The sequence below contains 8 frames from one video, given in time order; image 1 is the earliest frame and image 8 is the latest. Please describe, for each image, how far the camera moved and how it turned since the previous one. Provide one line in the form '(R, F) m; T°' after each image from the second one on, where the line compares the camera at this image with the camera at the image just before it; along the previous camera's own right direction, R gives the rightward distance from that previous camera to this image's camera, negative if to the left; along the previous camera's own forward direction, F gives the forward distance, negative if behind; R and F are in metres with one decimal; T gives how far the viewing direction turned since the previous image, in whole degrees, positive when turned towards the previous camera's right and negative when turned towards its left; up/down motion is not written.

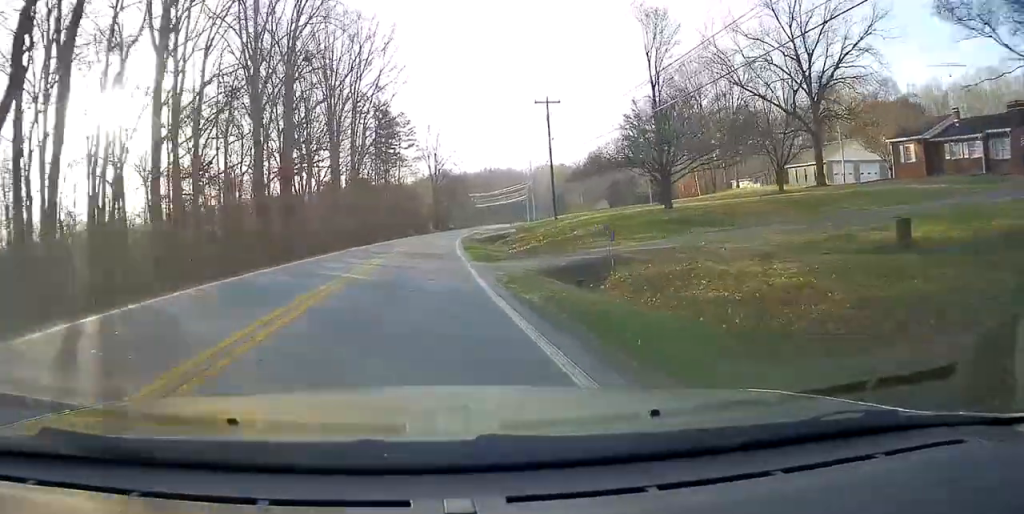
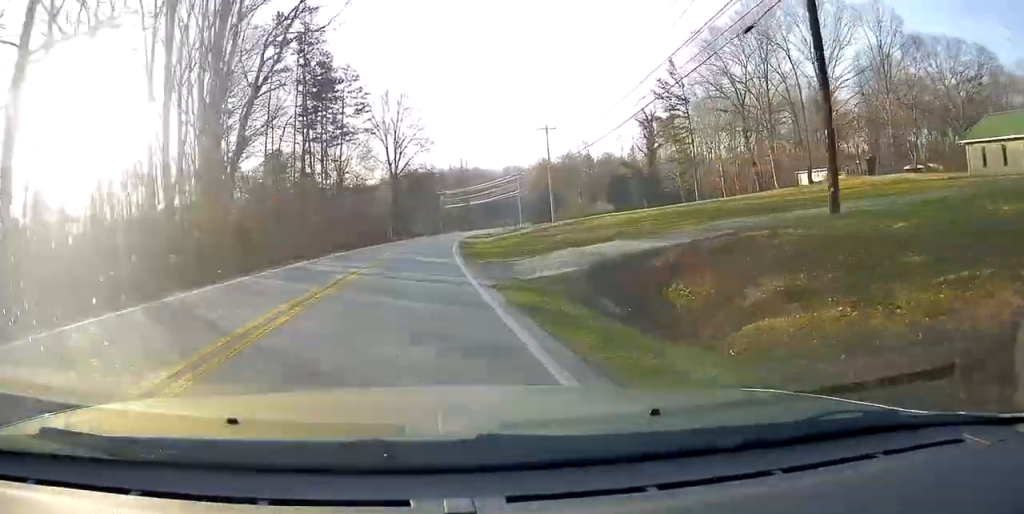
(+1.7, +42.5) m; +4°
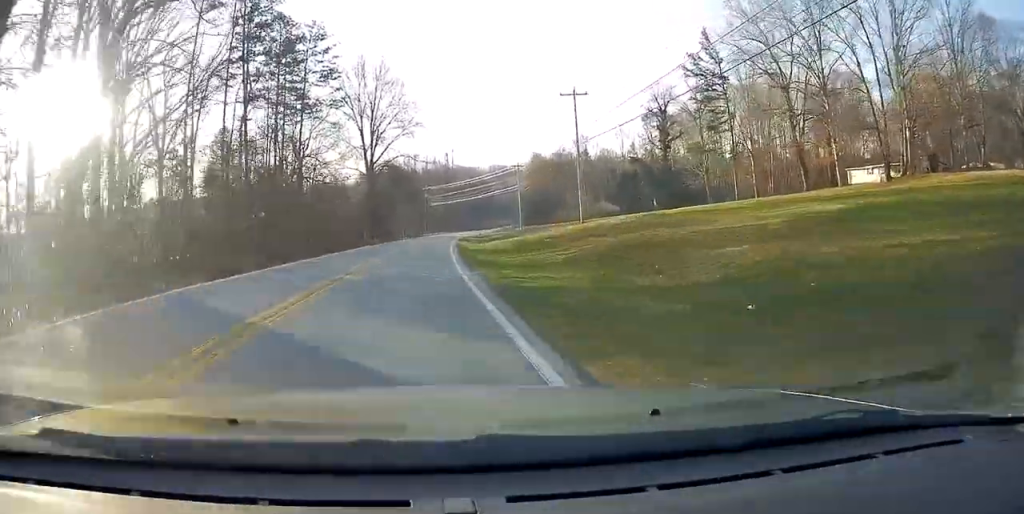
(+0.2, +19.1) m; +2°
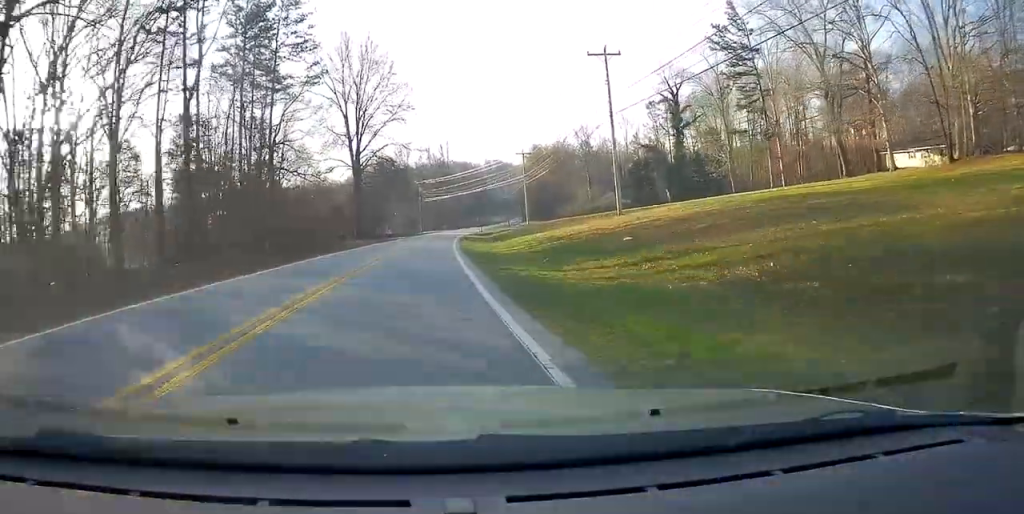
(+0.3, +10.9) m; +1°
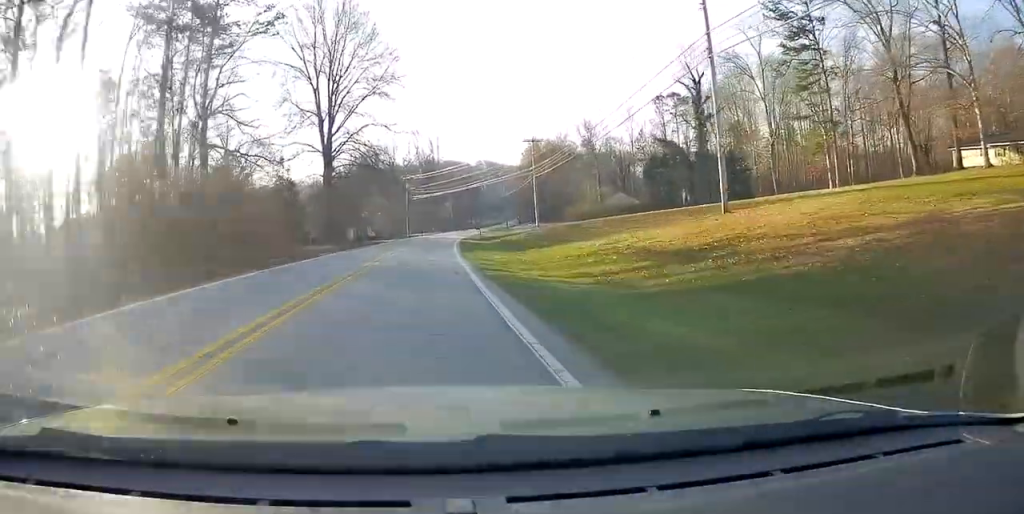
(+0.1, +16.1) m; +1°
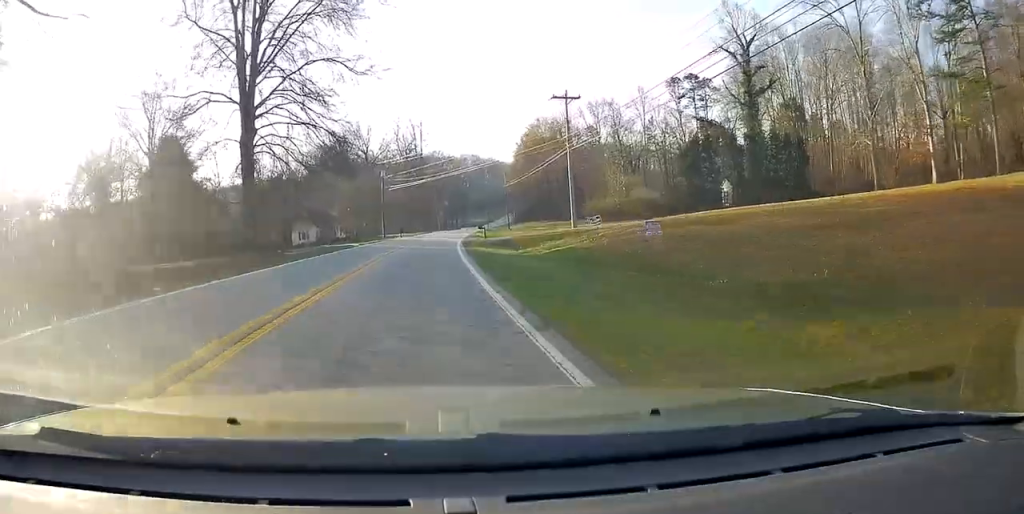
(+0.2, +25.0) m; +1°
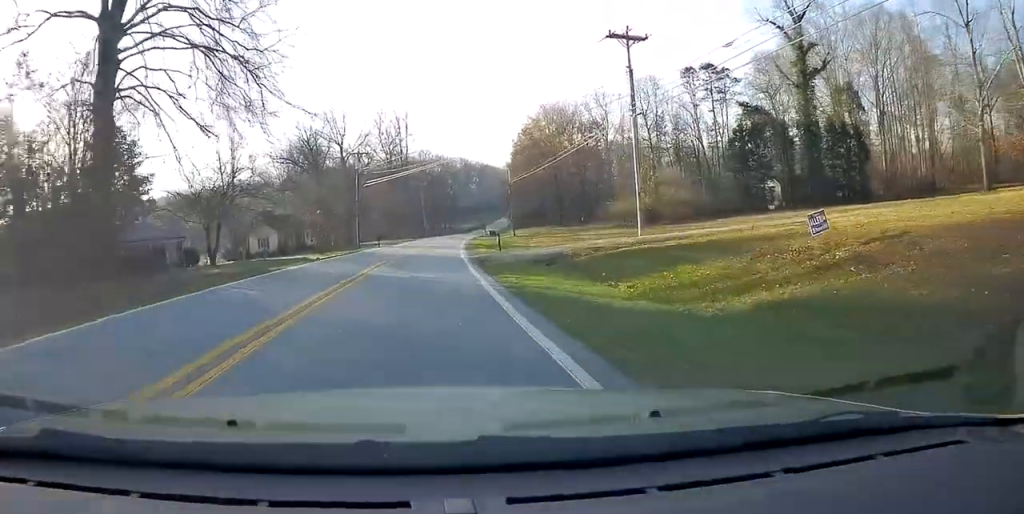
(+0.4, +18.1) m; +1°
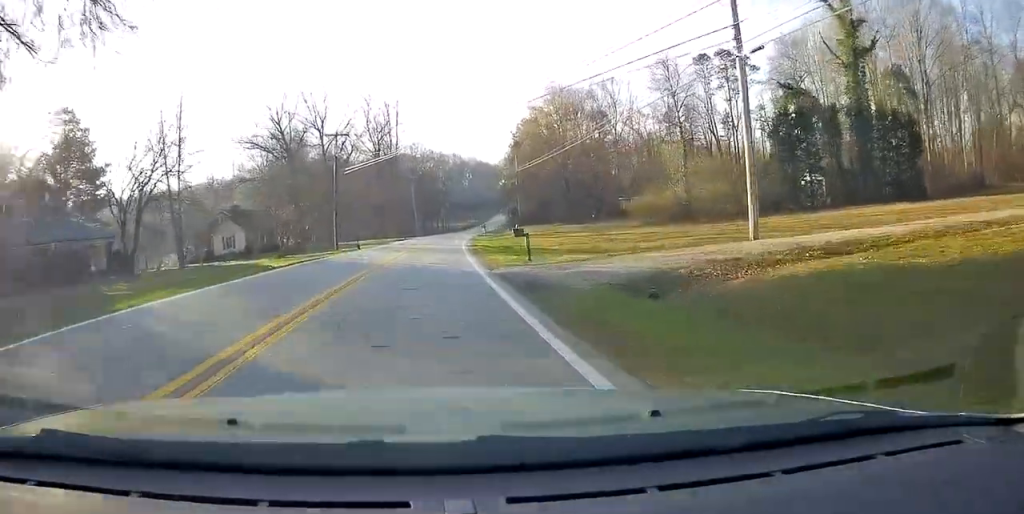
(-0.2, +12.1) m; +1°
